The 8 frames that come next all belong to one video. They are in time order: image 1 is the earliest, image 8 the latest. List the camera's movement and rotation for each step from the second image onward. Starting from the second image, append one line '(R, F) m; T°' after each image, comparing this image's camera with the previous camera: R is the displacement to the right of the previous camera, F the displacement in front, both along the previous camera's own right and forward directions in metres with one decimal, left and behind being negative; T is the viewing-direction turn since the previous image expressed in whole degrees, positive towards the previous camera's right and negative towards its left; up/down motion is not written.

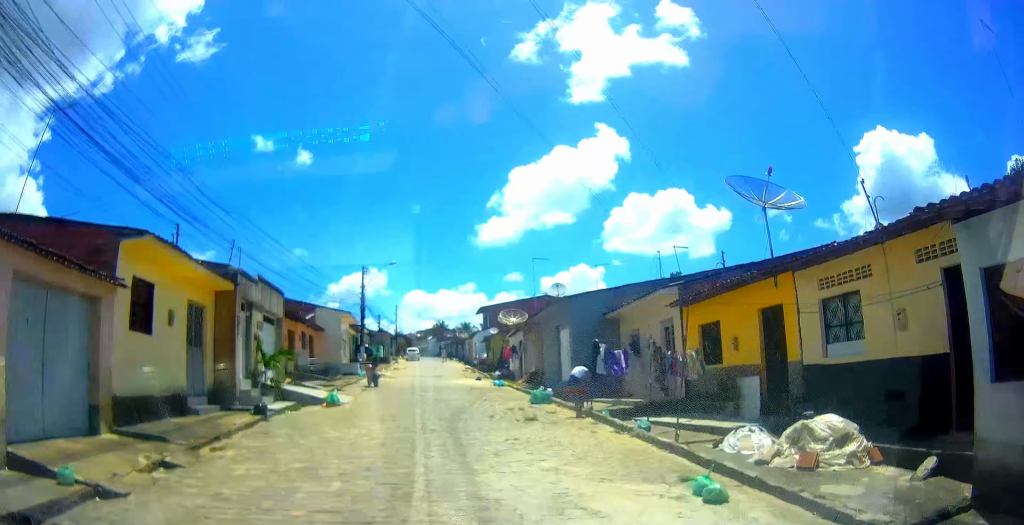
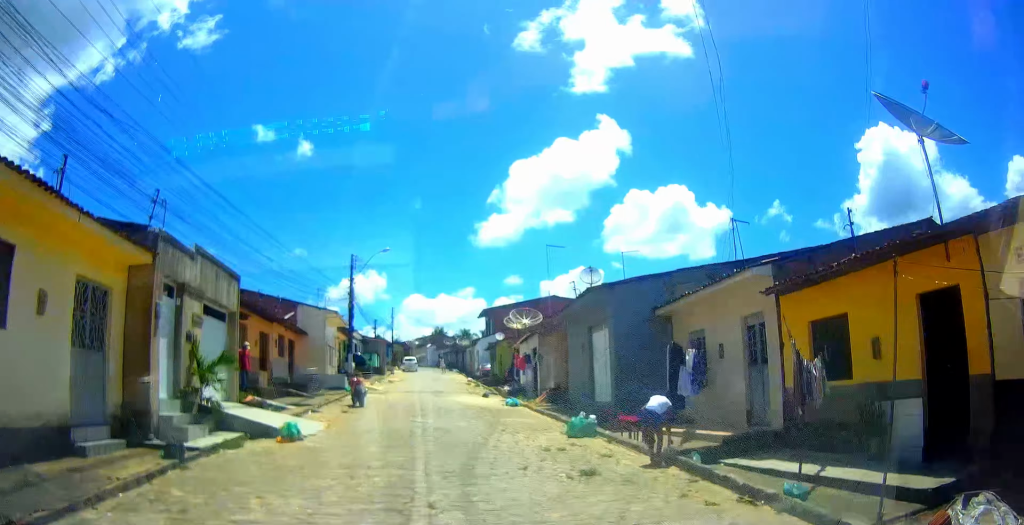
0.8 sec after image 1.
(0.0, +4.6) m; -1°
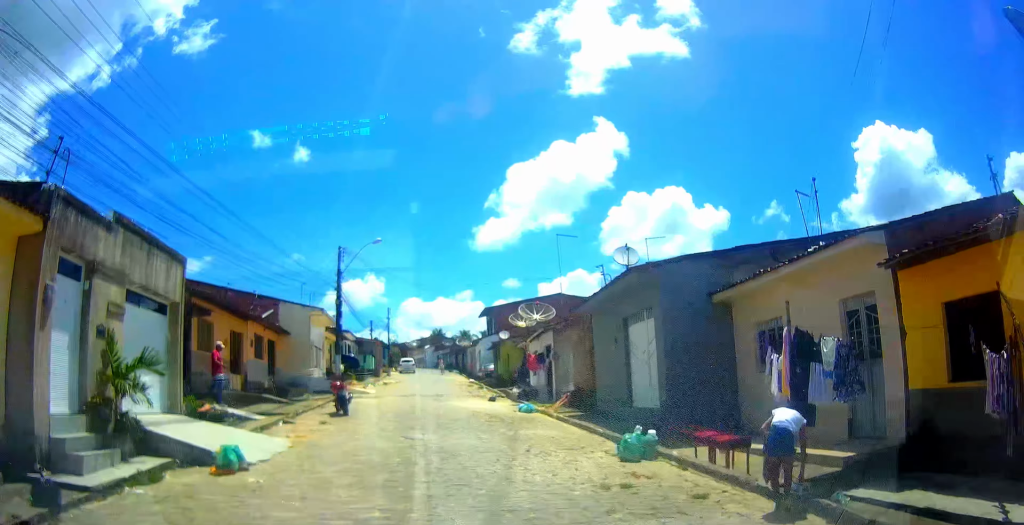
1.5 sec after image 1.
(-0.1, +3.2) m; -1°
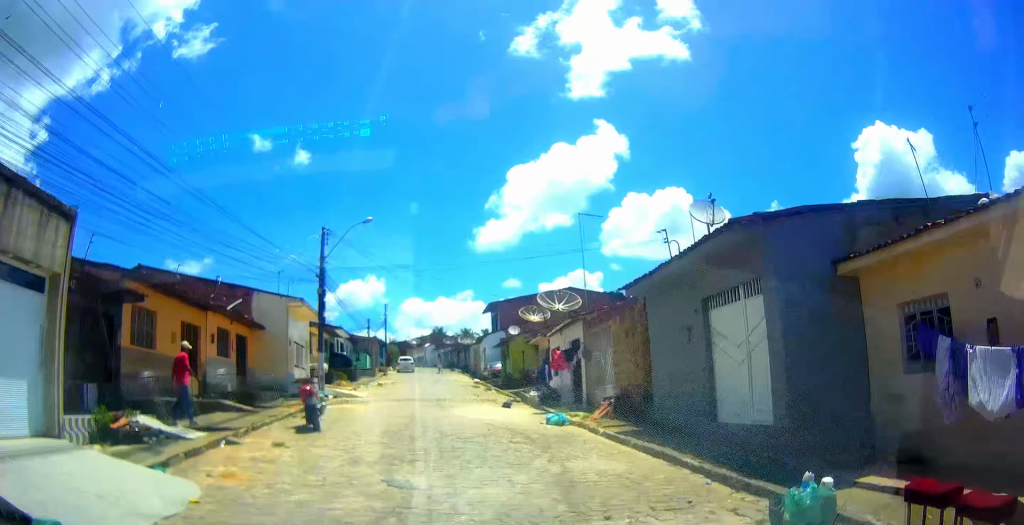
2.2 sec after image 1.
(0.0, +3.9) m; -1°
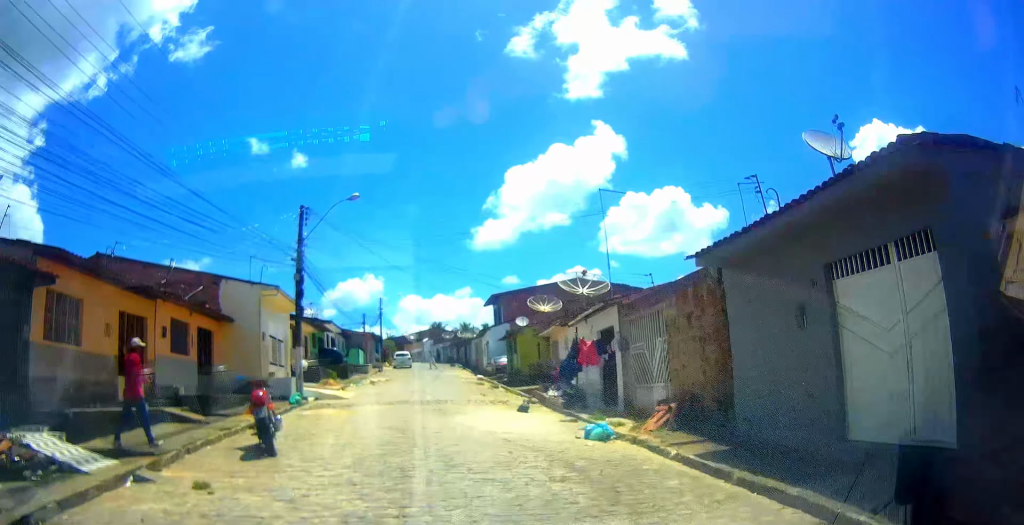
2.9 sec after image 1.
(0.0, +3.2) m; 0°
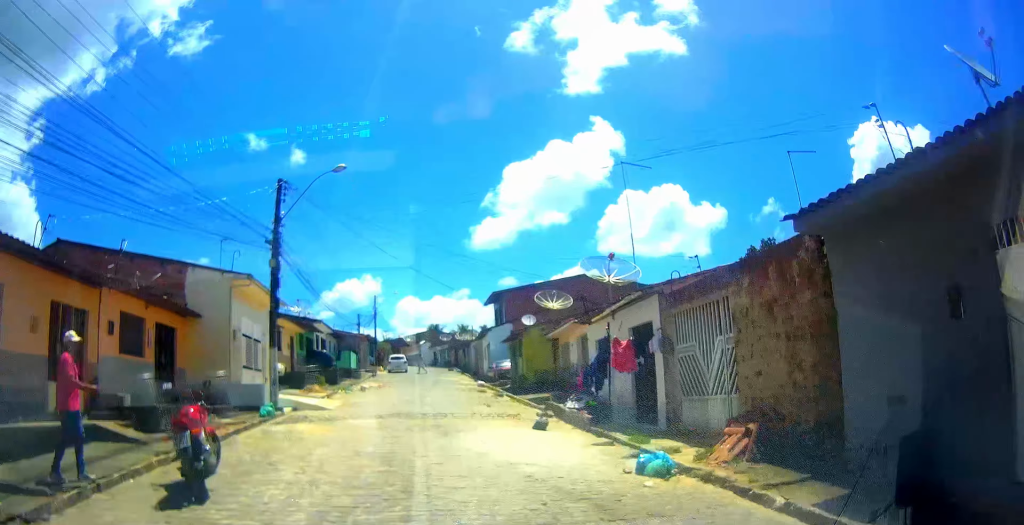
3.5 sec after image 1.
(0.0, +2.4) m; 0°
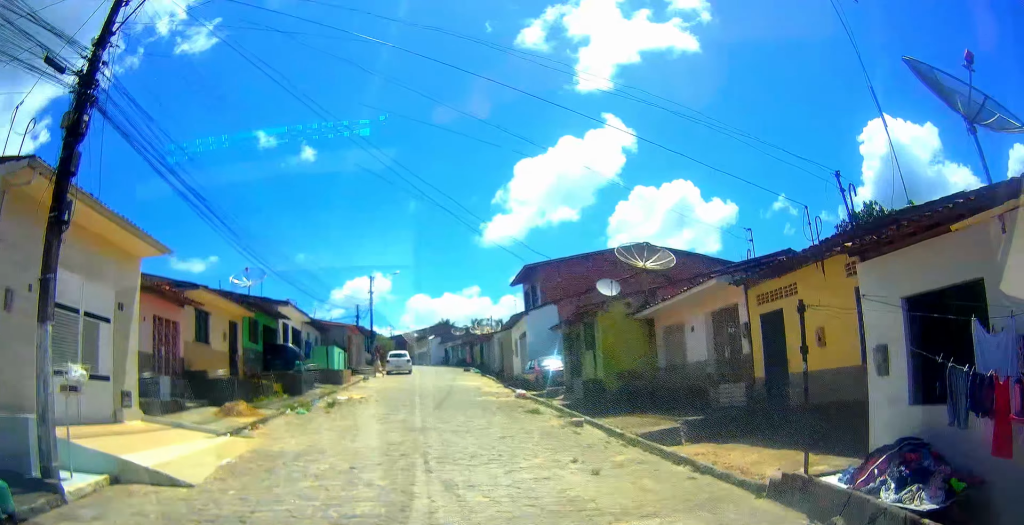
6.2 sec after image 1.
(0.0, +11.1) m; 0°
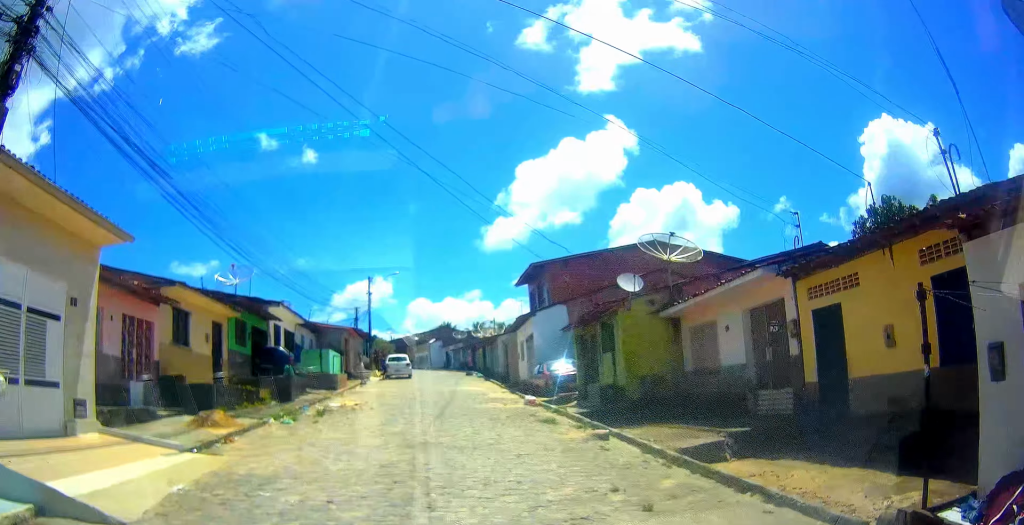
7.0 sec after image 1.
(0.0, +3.1) m; 0°
